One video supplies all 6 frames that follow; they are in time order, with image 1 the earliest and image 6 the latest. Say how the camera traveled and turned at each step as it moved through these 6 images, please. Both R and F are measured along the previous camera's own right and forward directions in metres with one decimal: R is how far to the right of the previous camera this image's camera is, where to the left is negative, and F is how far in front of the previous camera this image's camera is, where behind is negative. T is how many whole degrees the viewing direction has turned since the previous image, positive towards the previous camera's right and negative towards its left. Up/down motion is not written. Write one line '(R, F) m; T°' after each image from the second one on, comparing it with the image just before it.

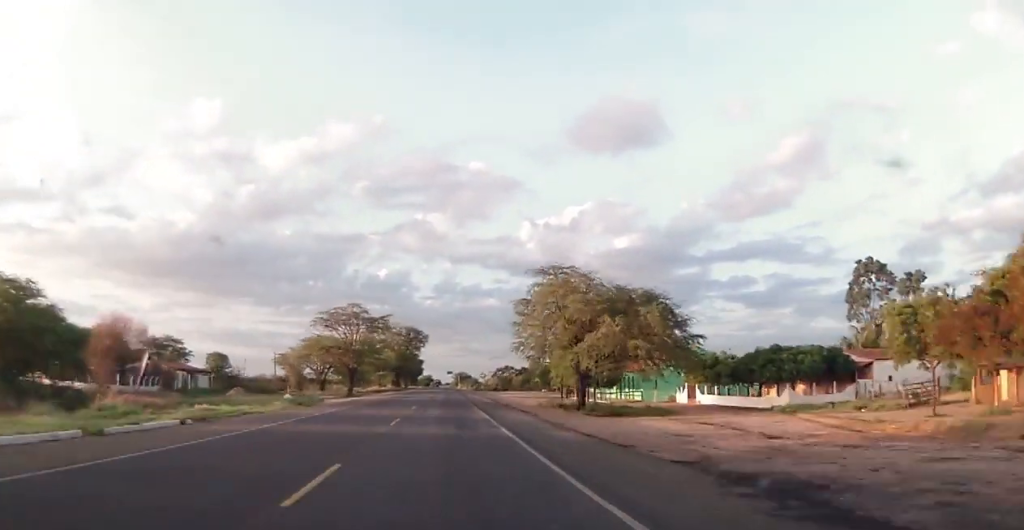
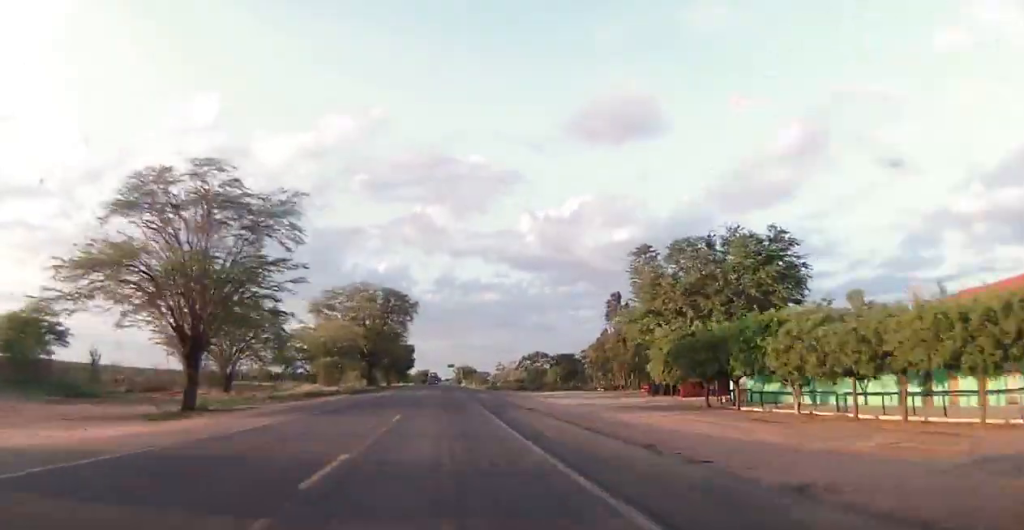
(+0.2, +54.8) m; +1°
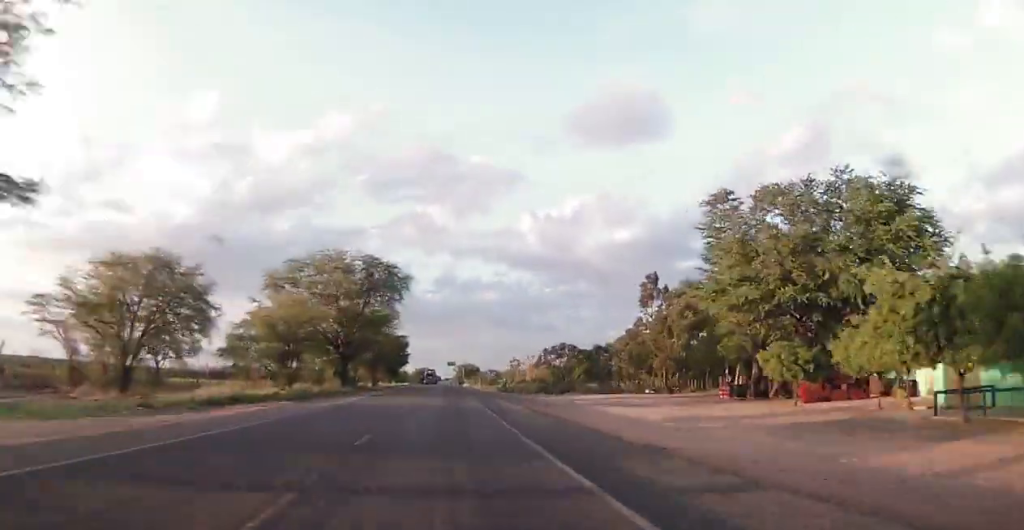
(+0.2, +23.7) m; 0°
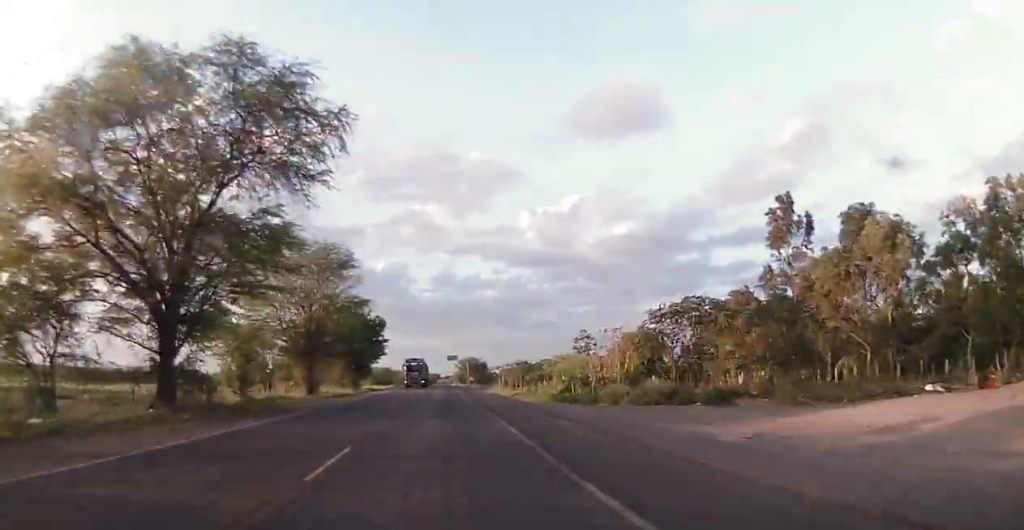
(-0.7, +46.6) m; -1°
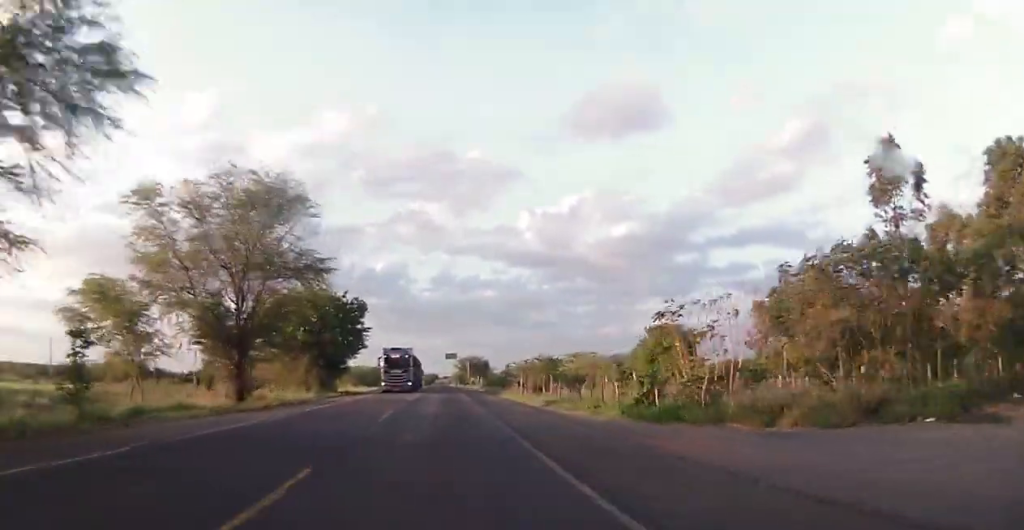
(0.0, +18.0) m; 0°
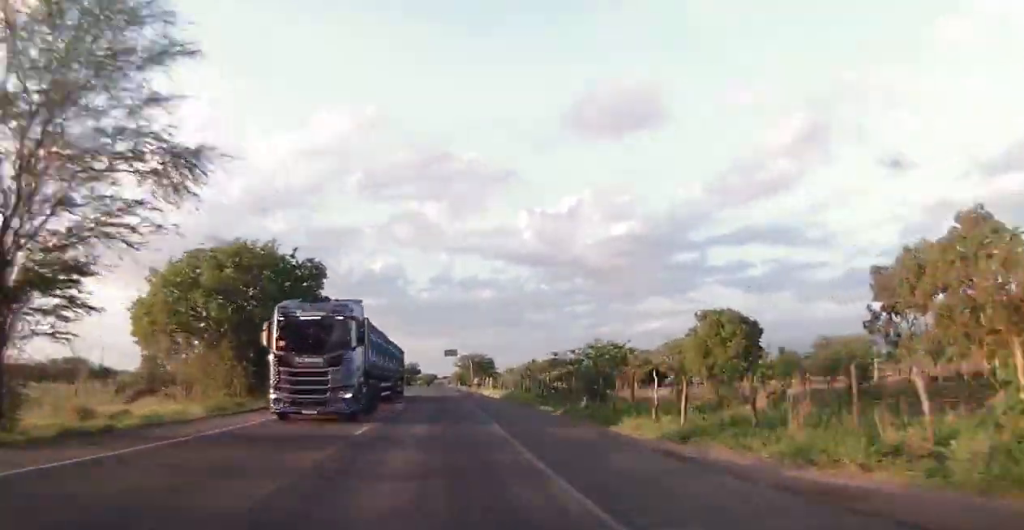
(+0.1, +20.8) m; 0°
